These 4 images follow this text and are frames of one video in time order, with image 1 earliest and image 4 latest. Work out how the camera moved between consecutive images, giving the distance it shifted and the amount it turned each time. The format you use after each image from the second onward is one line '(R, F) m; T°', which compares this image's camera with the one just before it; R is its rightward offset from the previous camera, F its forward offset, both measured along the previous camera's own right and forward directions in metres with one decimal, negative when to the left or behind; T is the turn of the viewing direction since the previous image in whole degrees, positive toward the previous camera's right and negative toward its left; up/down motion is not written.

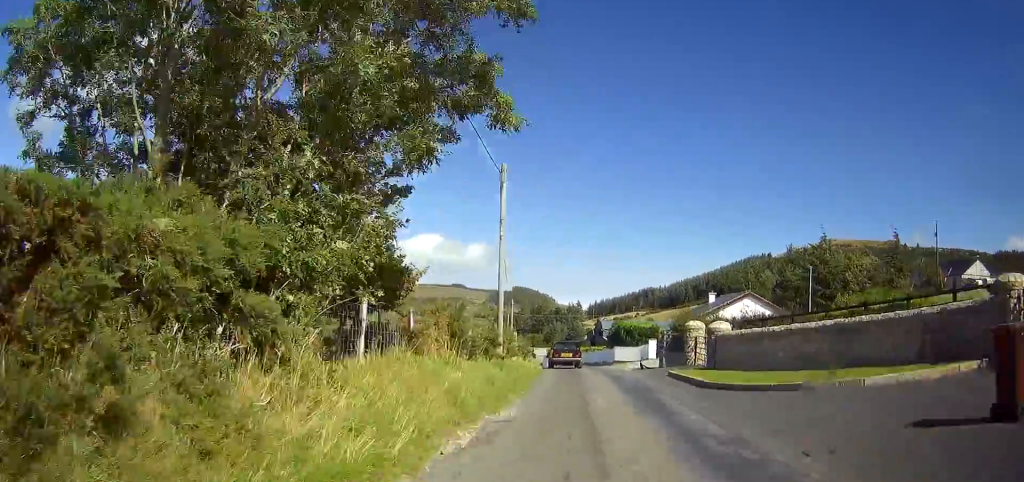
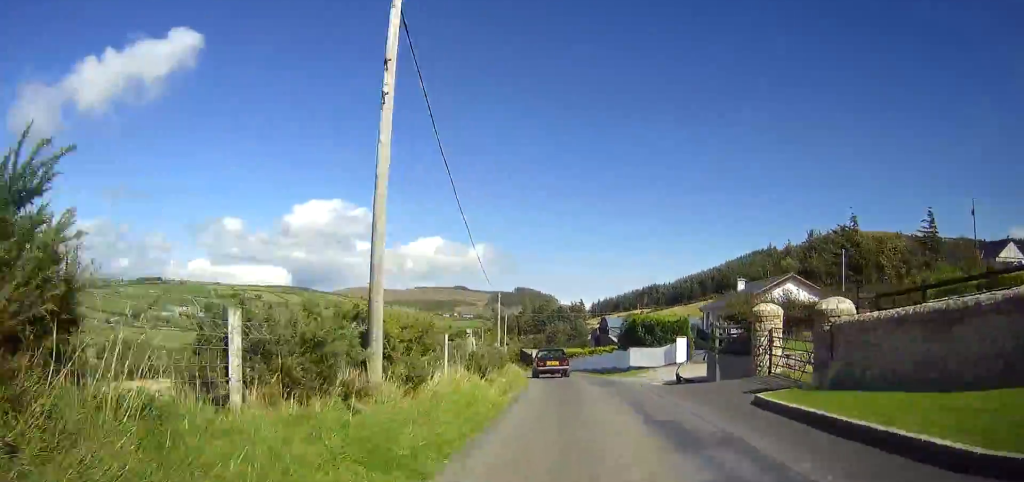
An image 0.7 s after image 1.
(-2.1, +10.1) m; -11°
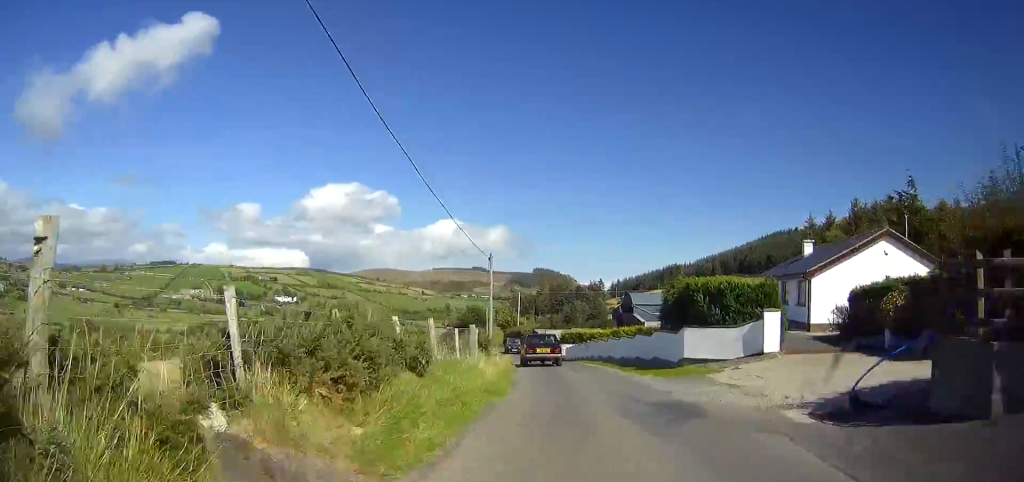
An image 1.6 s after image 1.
(-2.2, +13.1) m; -5°
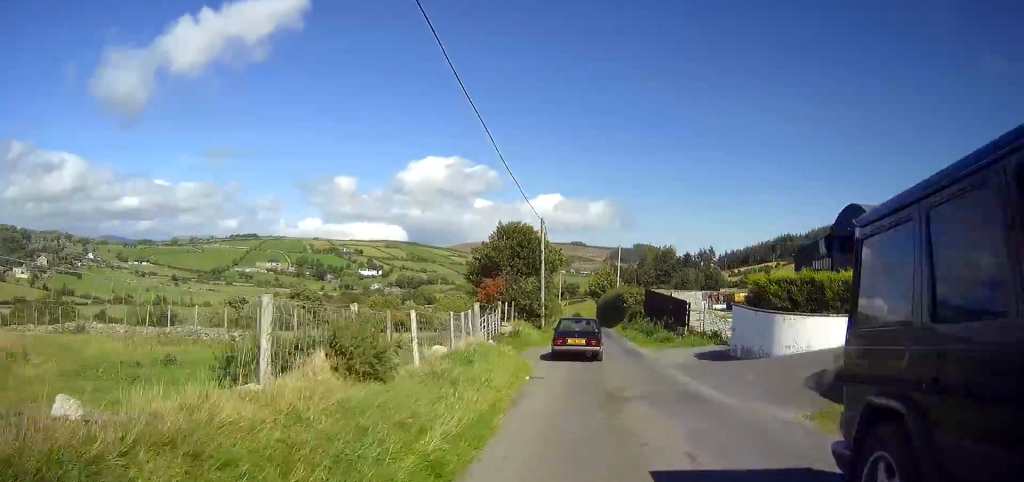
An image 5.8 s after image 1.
(+3.9, +50.1) m; +4°
